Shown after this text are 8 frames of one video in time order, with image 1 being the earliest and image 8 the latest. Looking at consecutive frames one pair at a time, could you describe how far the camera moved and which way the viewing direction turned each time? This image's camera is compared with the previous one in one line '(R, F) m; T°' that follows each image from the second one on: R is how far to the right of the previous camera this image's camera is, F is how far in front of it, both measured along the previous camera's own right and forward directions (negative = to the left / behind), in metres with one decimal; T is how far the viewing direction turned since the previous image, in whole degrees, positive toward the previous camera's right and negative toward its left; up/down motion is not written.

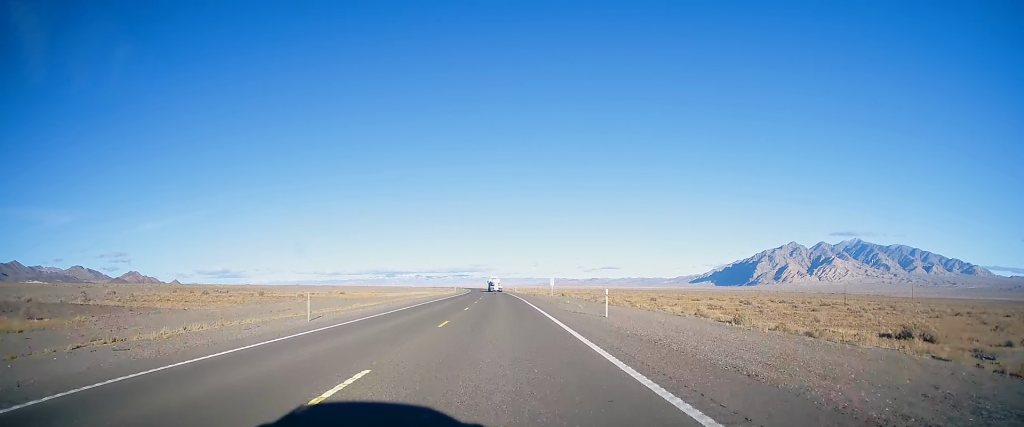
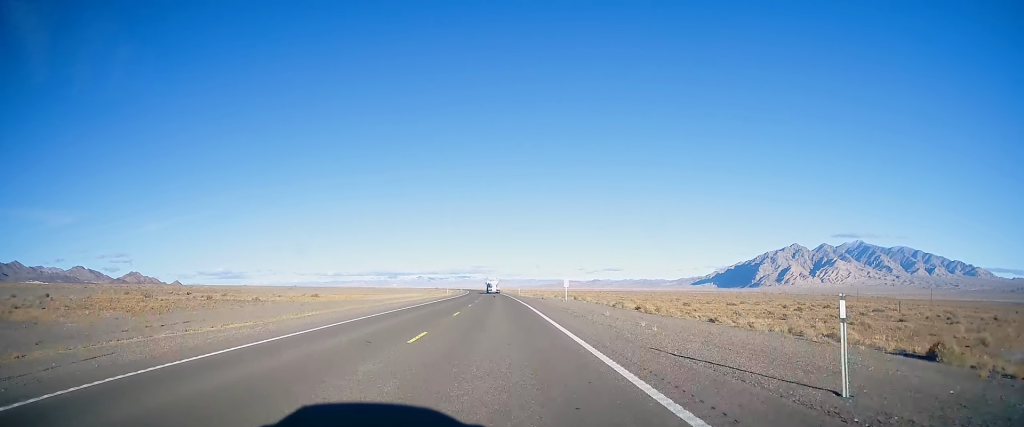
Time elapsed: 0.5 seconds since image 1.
(-0.1, +16.9) m; 0°
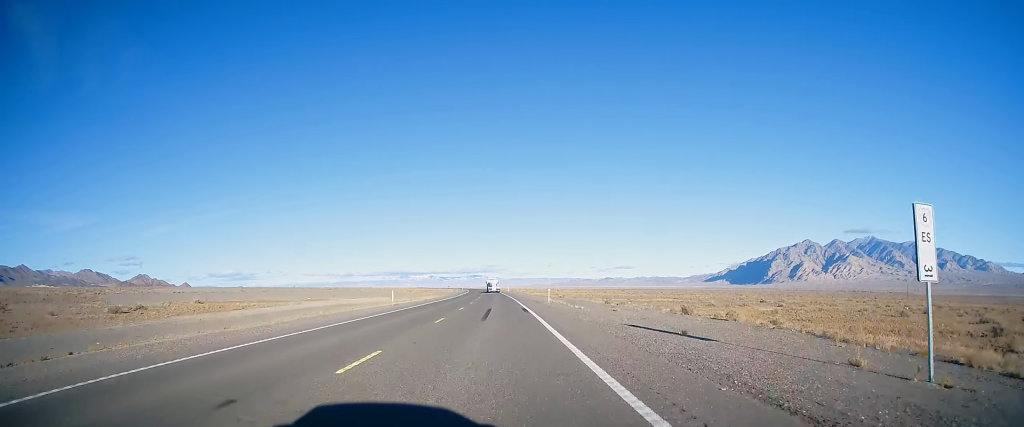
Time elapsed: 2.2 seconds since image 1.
(-0.1, +53.0) m; -1°
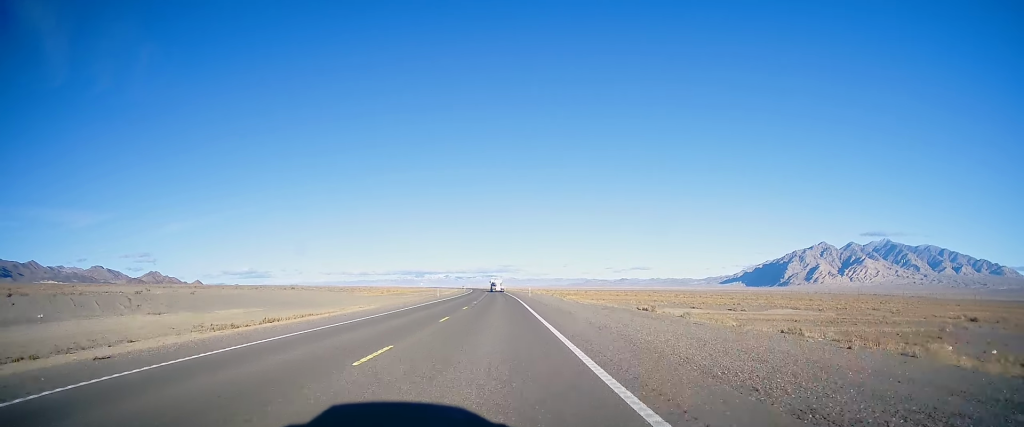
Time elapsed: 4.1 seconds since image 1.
(-1.2, +59.9) m; -1°
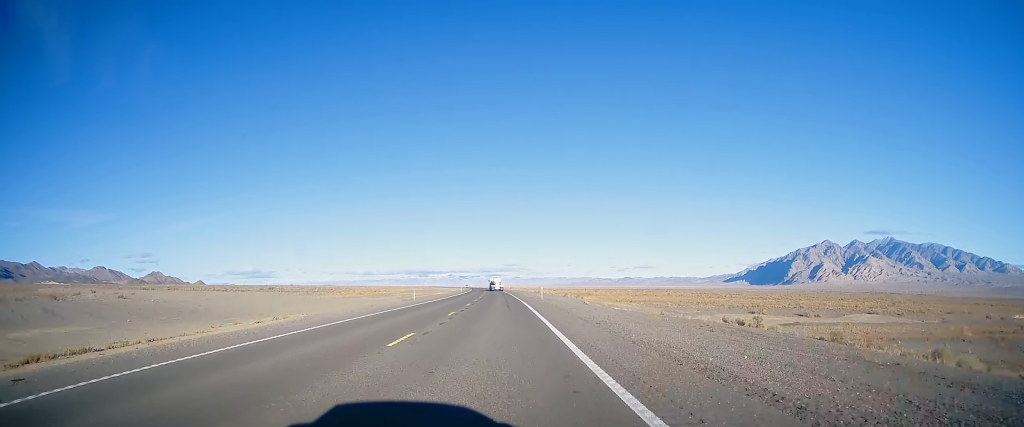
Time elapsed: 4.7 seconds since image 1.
(-0.1, +21.6) m; 0°
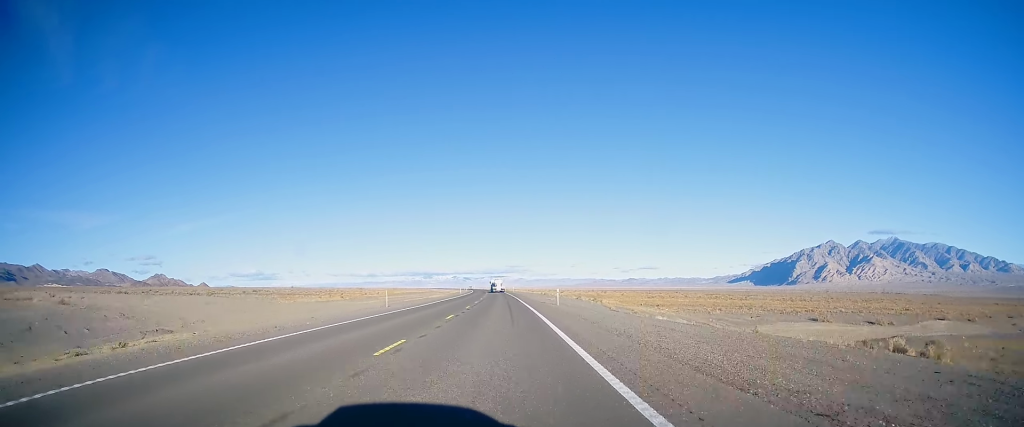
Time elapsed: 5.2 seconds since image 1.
(0.0, +13.9) m; 0°
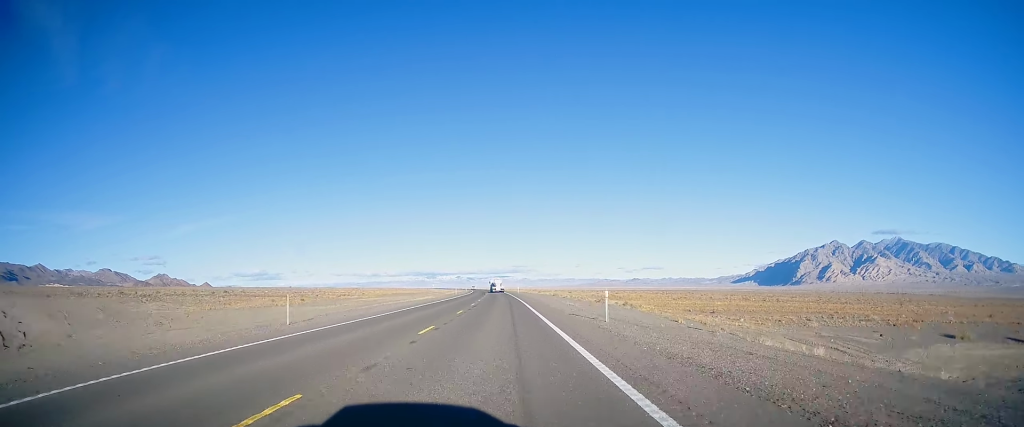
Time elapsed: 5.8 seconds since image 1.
(0.0, +19.3) m; 0°
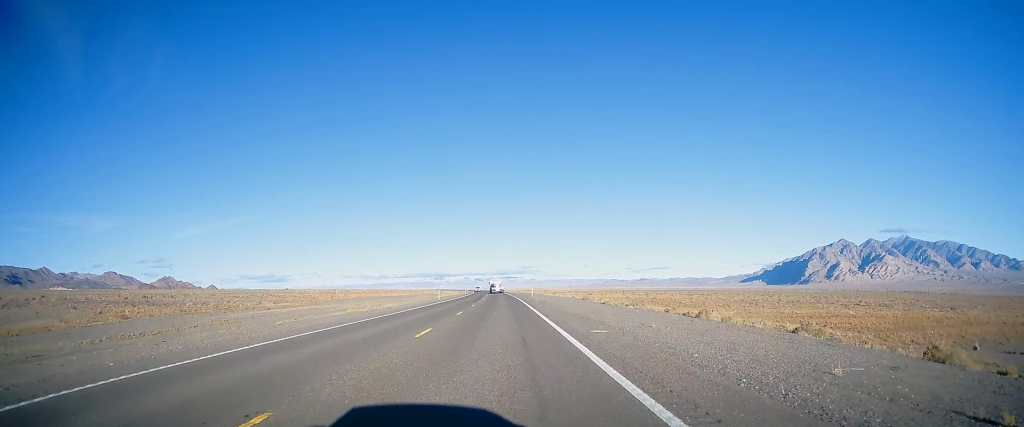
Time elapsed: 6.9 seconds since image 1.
(-0.2, +37.4) m; -1°
